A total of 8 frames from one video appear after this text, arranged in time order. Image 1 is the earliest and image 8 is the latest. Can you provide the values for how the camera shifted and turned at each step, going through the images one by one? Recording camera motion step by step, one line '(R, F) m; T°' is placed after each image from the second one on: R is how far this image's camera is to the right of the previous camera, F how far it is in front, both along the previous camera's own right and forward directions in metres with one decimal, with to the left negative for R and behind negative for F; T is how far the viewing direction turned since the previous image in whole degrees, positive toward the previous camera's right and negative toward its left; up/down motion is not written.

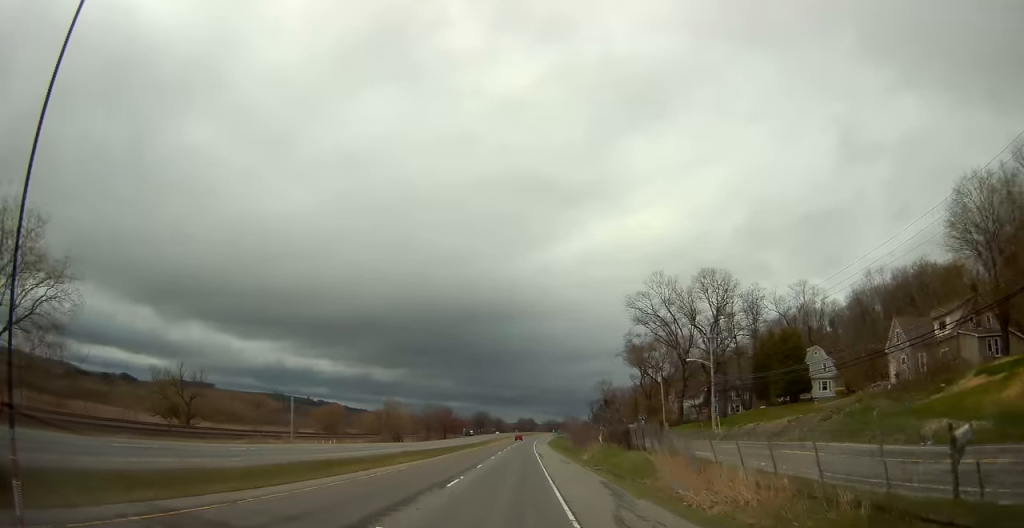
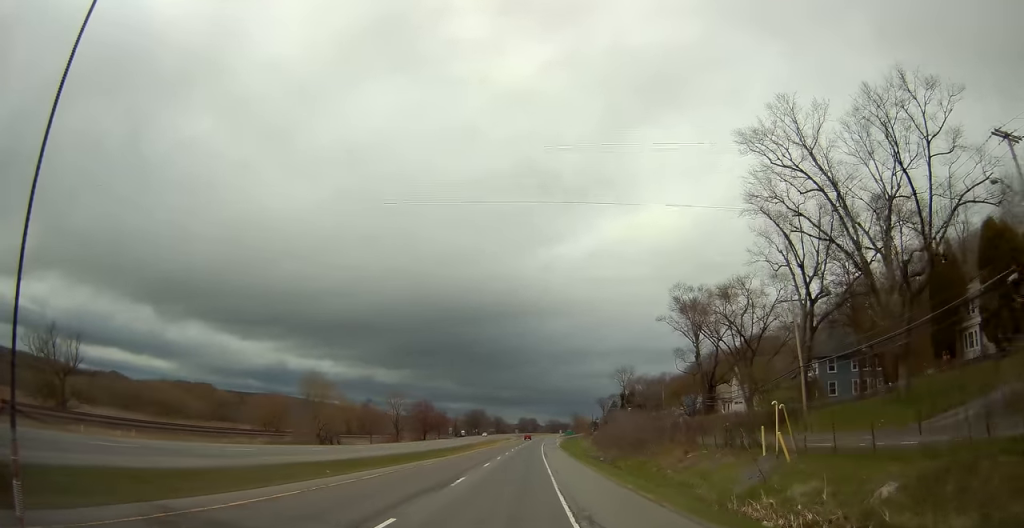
(+0.1, +47.1) m; 0°
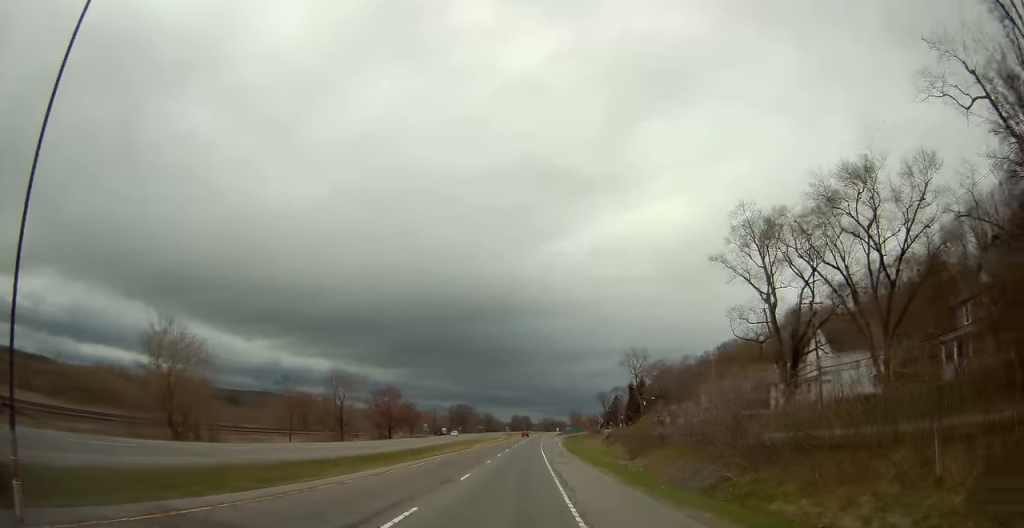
(0.0, +35.0) m; 0°
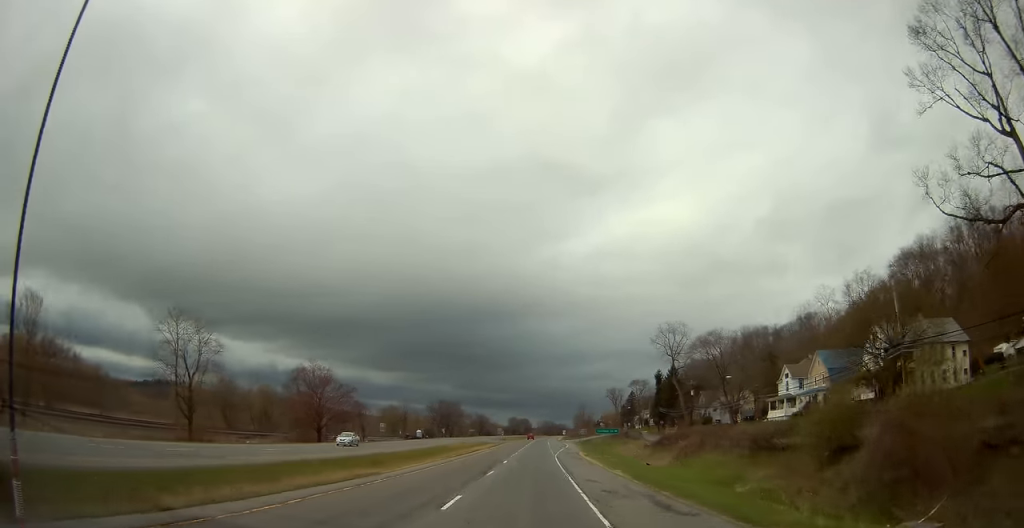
(+0.5, +45.2) m; +1°
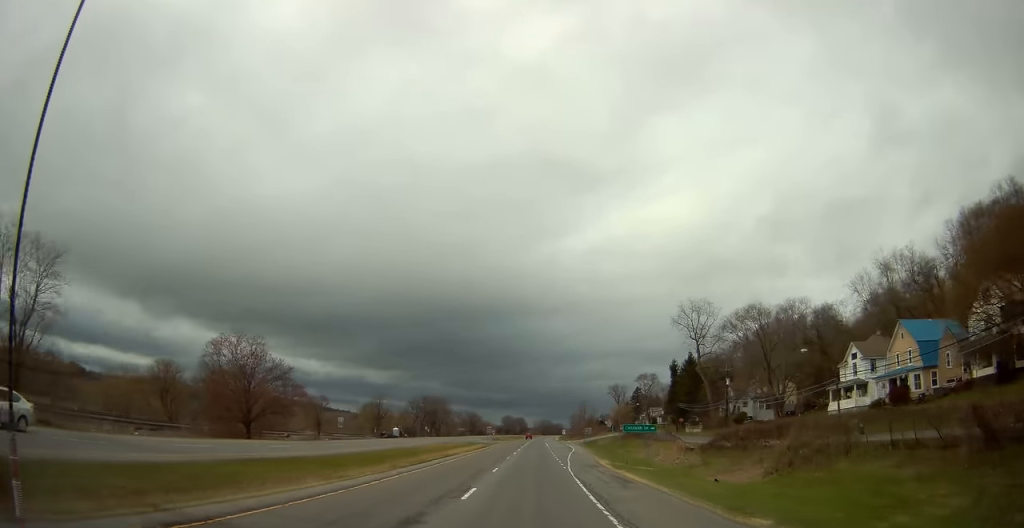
(-0.2, +22.1) m; 0°
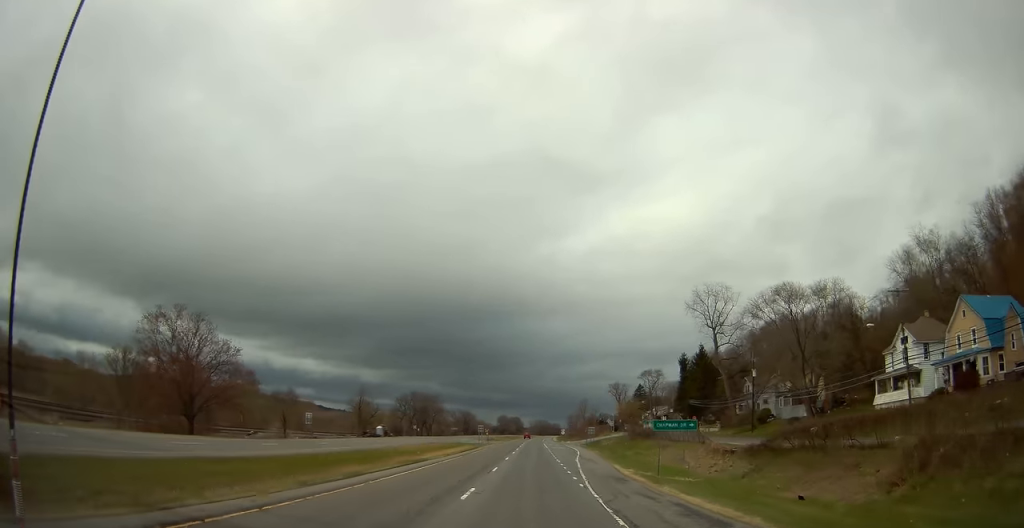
(+0.1, +11.9) m; 0°
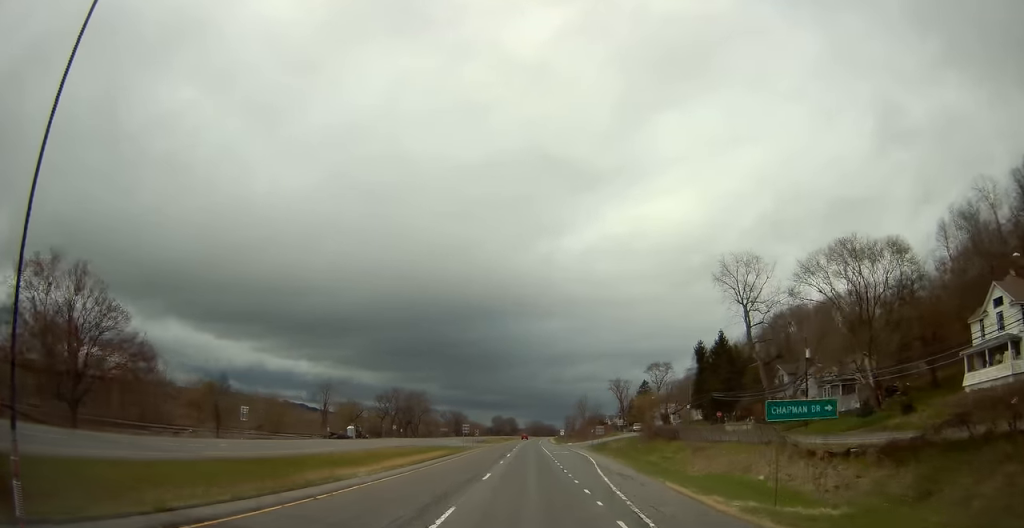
(+0.1, +17.0) m; 0°
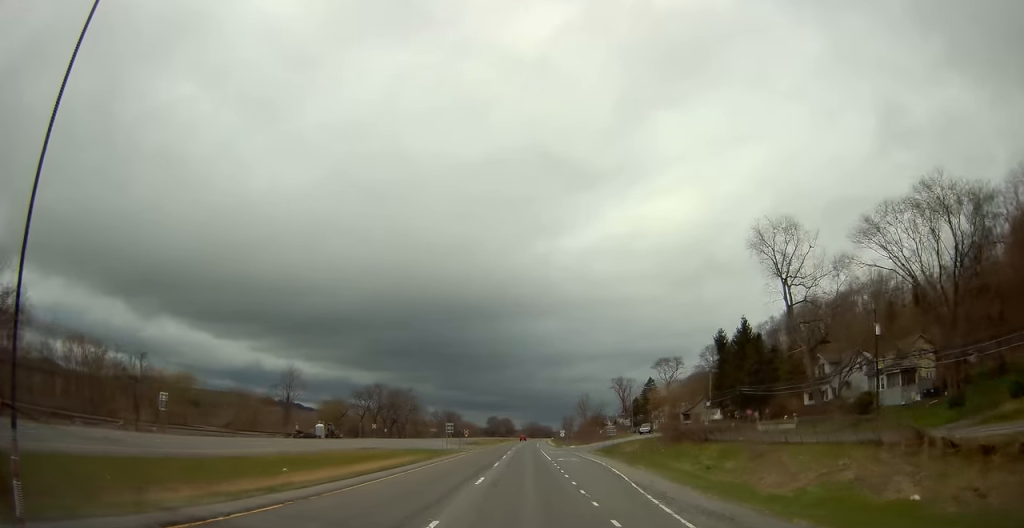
(-0.2, +14.4) m; +1°
